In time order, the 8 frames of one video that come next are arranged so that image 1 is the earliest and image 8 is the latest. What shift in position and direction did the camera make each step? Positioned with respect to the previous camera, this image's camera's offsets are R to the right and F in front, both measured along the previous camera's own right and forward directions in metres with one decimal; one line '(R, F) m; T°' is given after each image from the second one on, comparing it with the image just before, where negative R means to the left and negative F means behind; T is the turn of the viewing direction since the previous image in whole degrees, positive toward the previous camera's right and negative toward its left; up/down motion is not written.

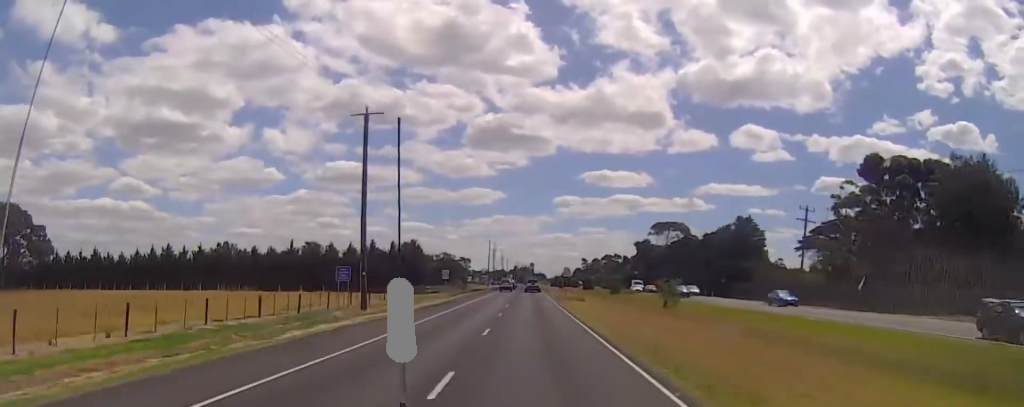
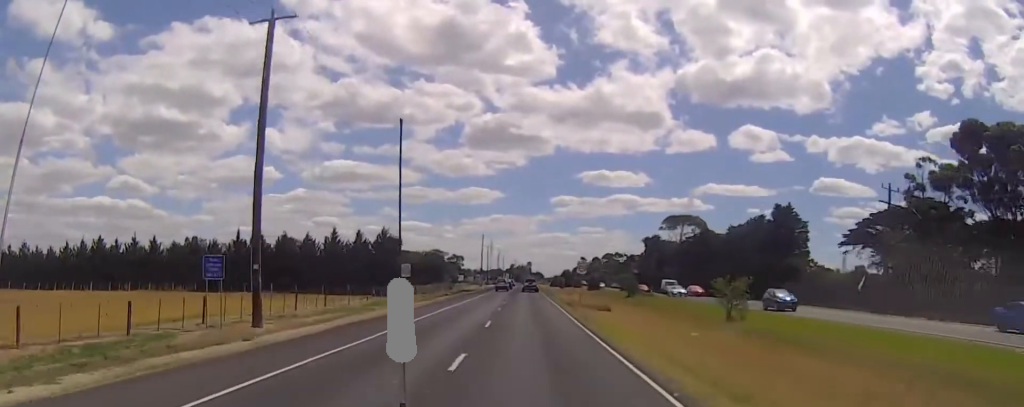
(-0.2, +19.6) m; 0°
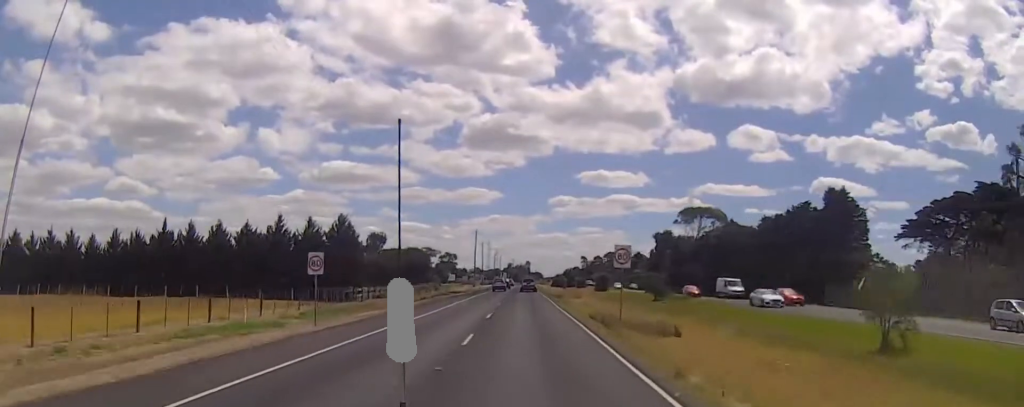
(-0.3, +18.8) m; +3°
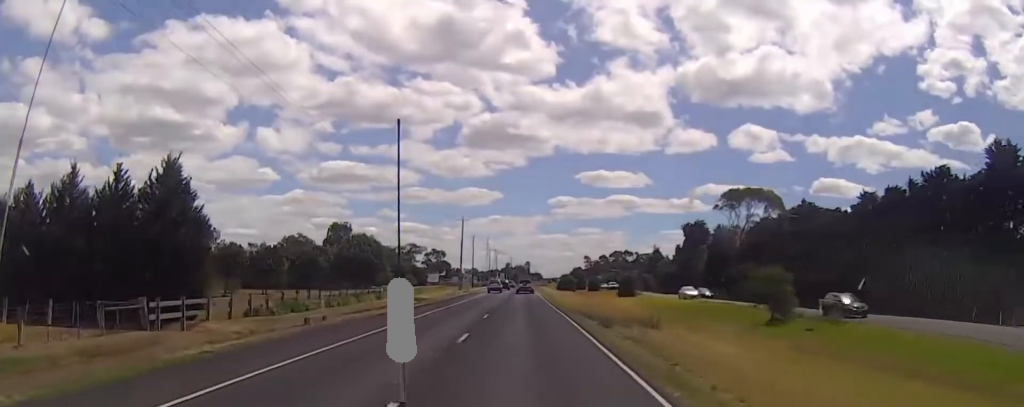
(+1.2, +33.0) m; -1°
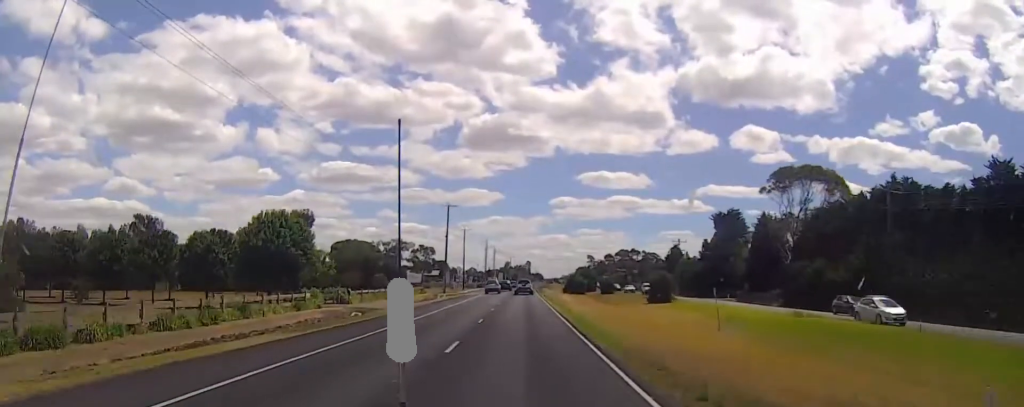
(-1.1, +24.1) m; -1°
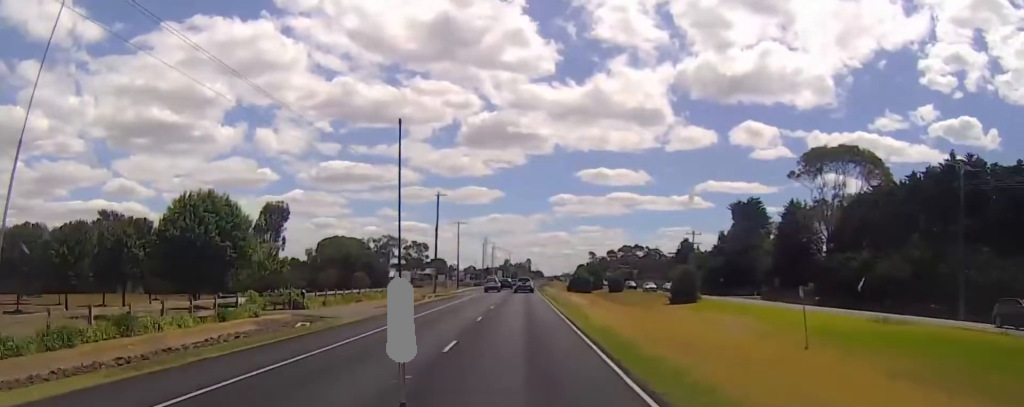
(-0.1, +11.3) m; +2°
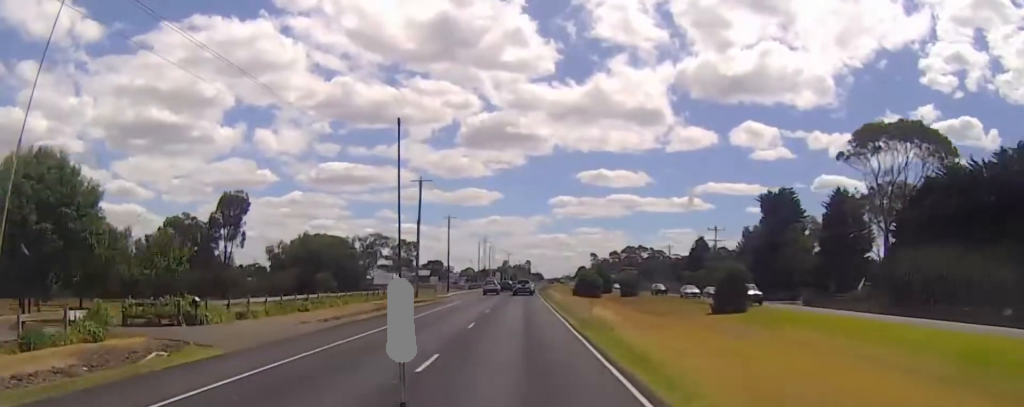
(+0.4, +14.6) m; +1°
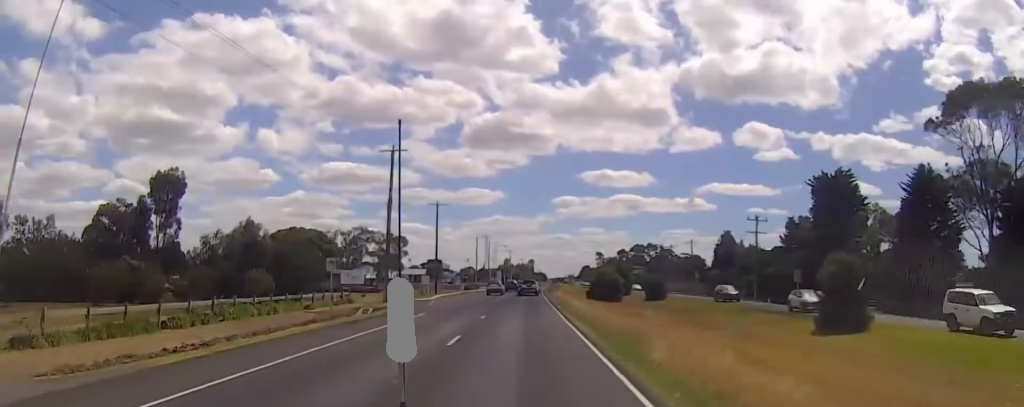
(+0.5, +17.9) m; 0°
